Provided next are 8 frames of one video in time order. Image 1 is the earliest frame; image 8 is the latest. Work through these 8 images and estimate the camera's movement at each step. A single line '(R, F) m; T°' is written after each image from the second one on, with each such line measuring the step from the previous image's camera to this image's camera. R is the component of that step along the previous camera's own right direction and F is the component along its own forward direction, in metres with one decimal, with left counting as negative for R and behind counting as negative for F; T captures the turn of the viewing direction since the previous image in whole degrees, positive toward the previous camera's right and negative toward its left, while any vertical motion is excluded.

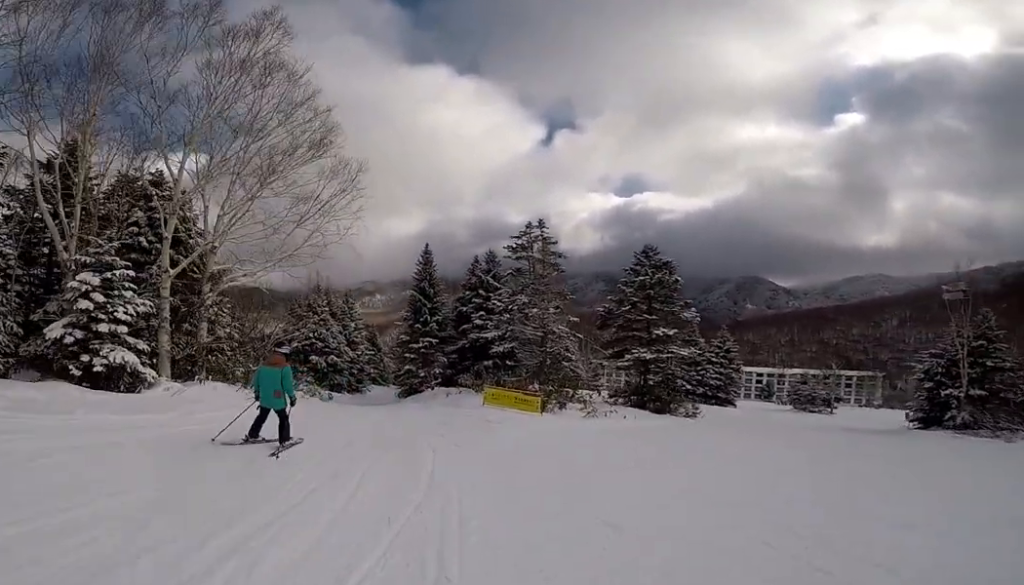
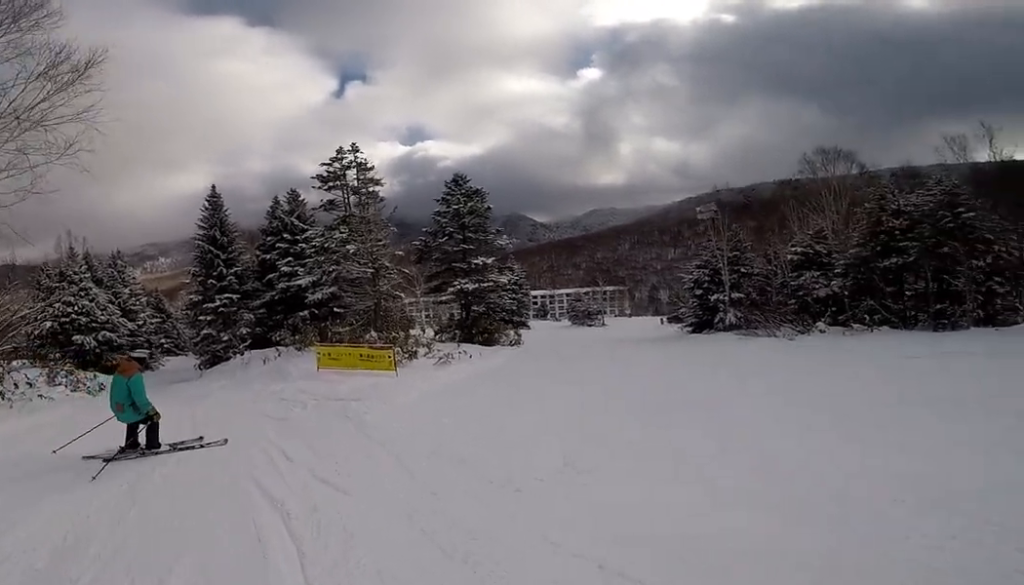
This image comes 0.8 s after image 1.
(-0.2, +4.2) m; +24°
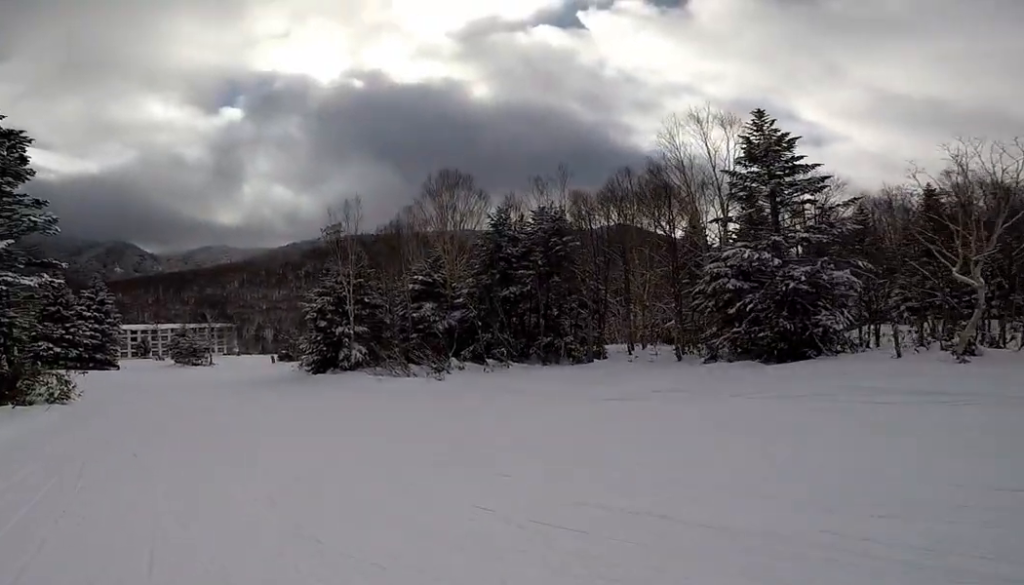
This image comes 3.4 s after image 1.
(+4.6, +12.1) m; +21°
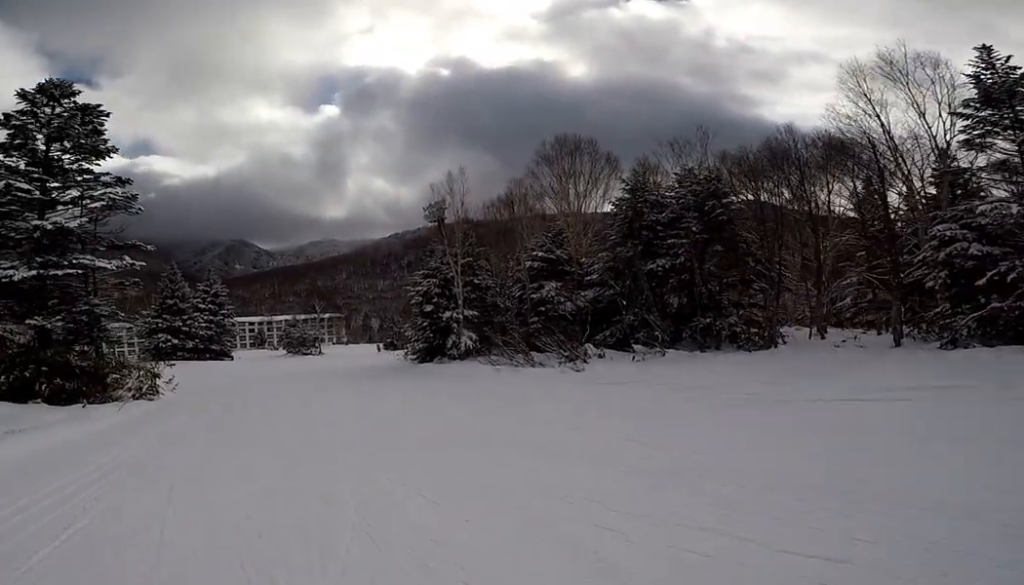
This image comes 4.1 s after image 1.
(+0.1, +3.4) m; -2°
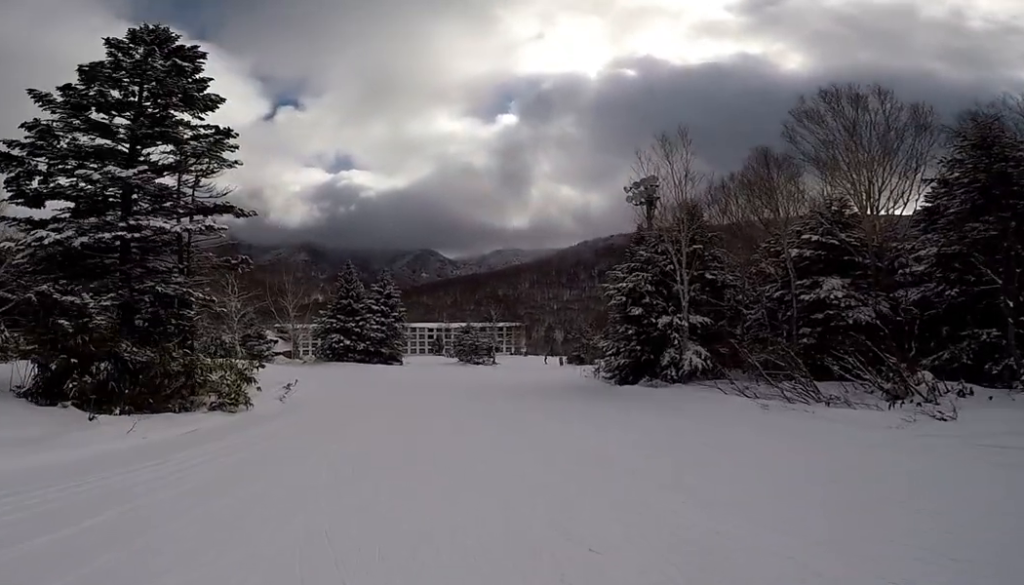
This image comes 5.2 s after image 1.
(-0.4, +5.9) m; -8°
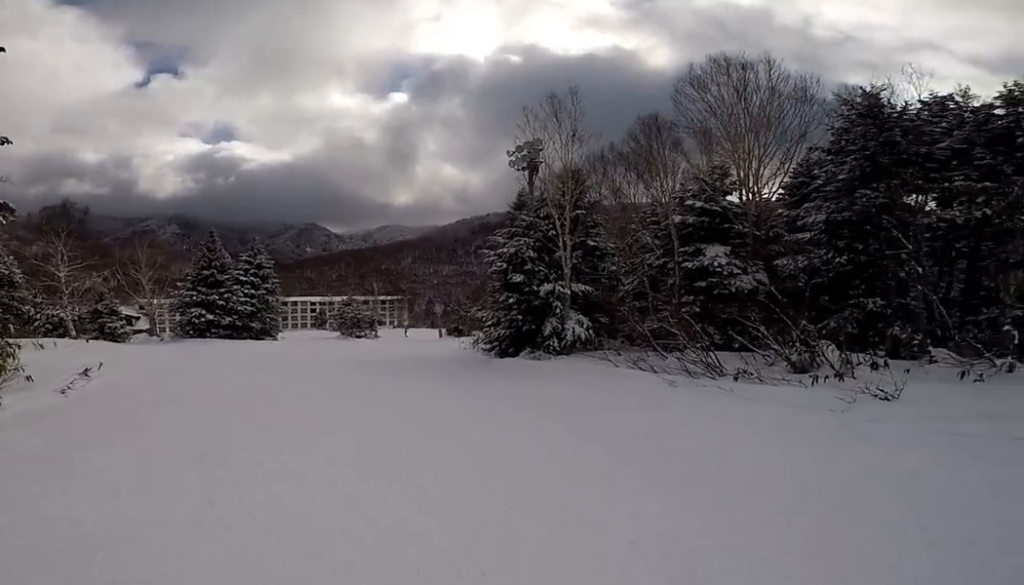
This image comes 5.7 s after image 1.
(-1.0, +3.1) m; +1°
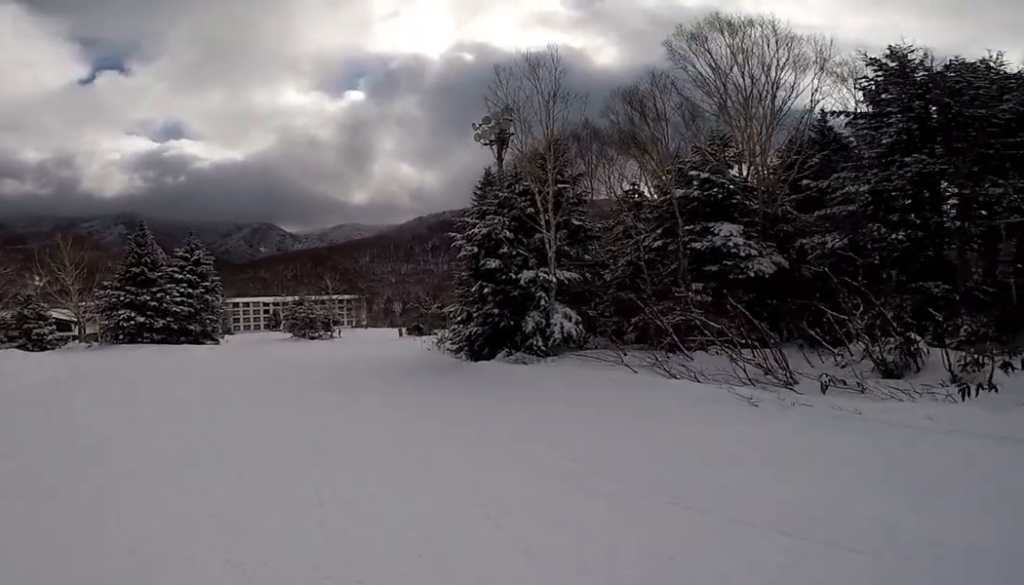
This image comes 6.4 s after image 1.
(+1.2, +3.8) m; 0°
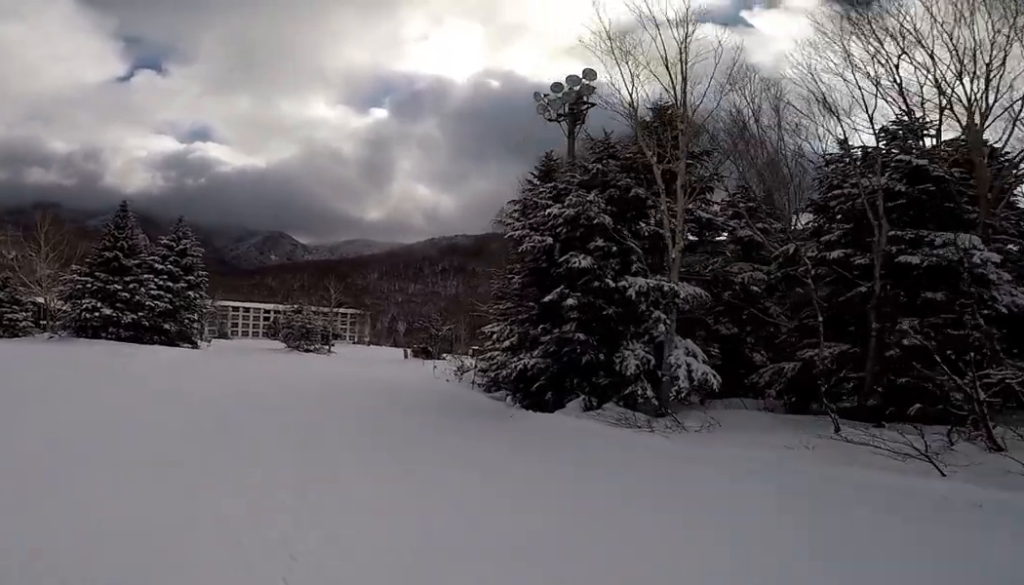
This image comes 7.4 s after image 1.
(-0.6, +6.3) m; -6°
